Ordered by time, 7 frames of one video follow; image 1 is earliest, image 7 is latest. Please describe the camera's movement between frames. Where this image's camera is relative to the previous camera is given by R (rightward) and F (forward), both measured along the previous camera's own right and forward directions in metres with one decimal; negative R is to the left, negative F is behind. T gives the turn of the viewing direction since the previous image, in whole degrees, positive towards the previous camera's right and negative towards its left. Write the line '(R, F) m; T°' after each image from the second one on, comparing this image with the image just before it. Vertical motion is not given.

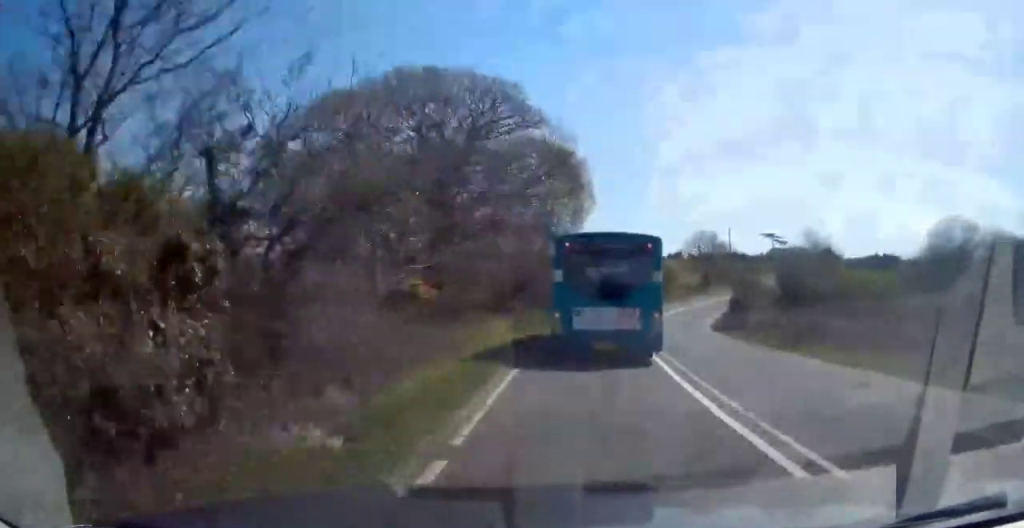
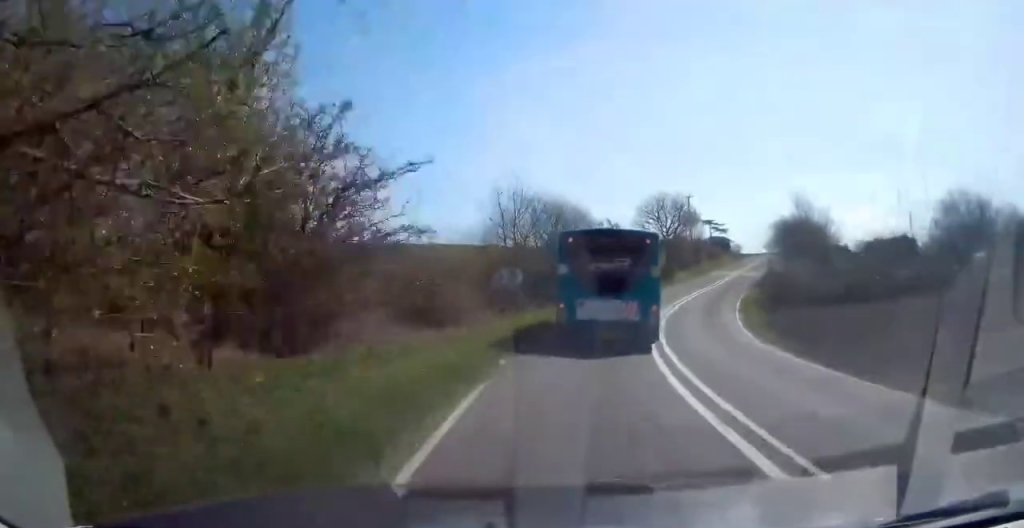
(+0.3, +28.3) m; +5°
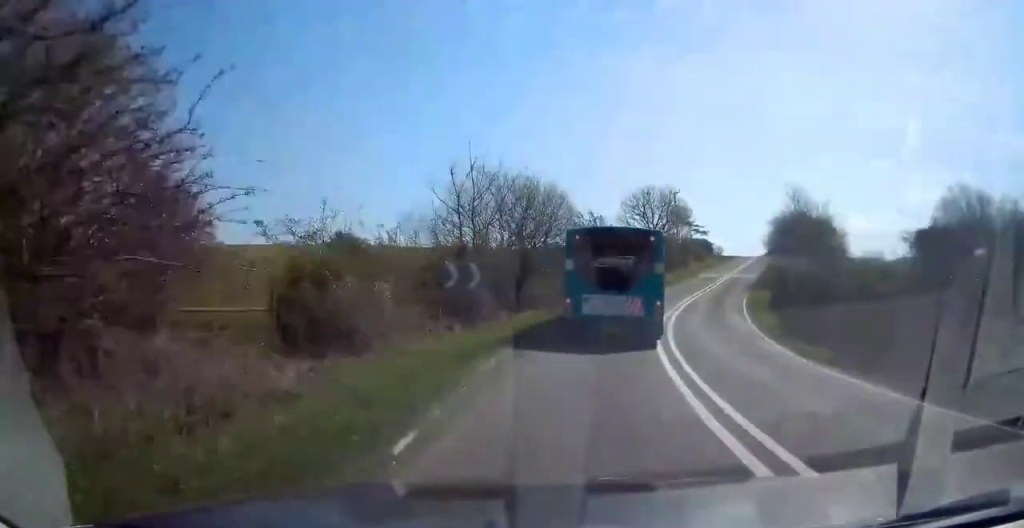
(+0.4, +6.5) m; +3°
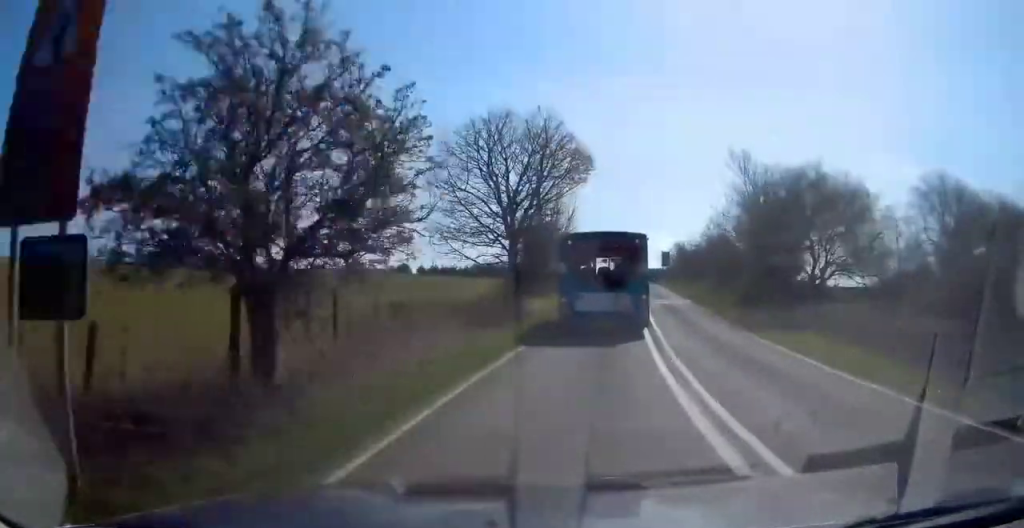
(+2.9, +29.7) m; +11°
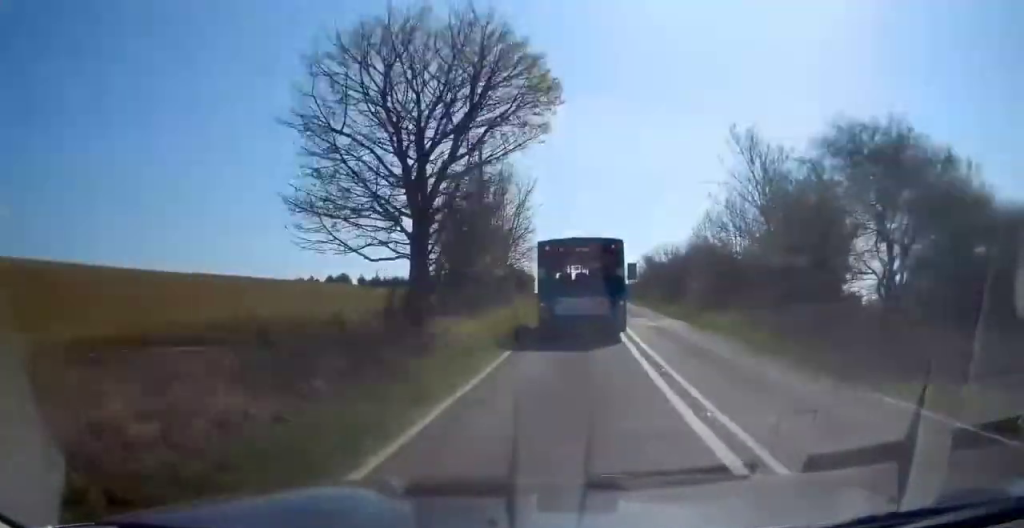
(+0.6, +10.2) m; +4°
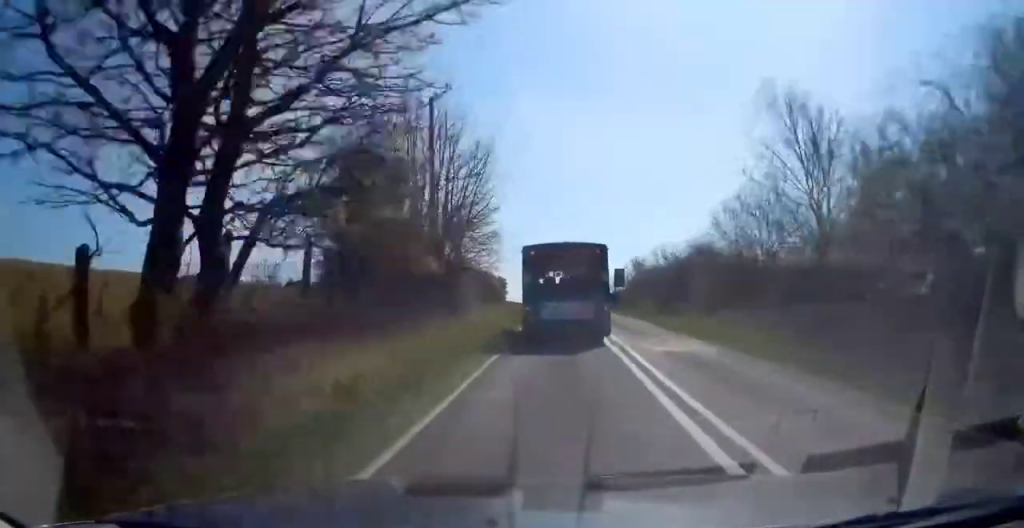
(+0.1, +8.8) m; +2°
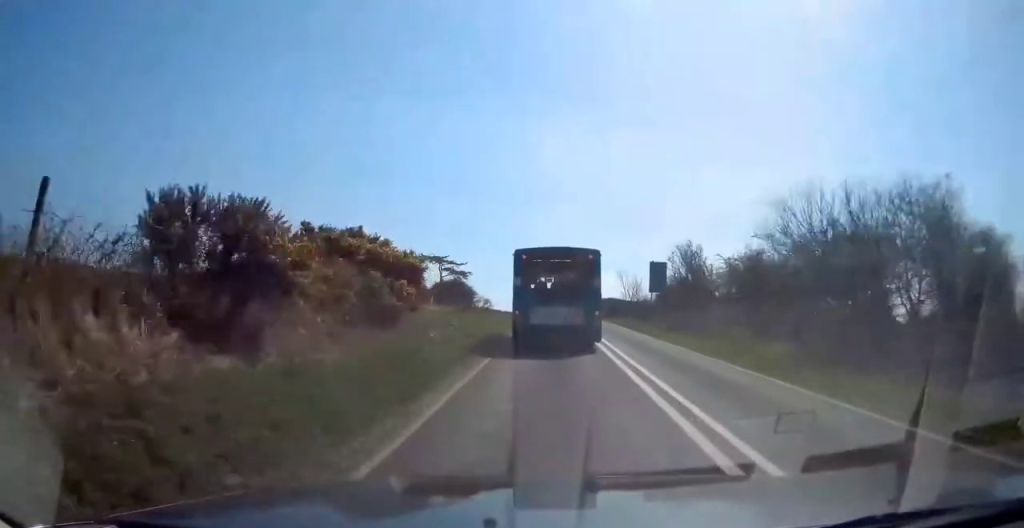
(+1.4, +25.6) m; +5°
